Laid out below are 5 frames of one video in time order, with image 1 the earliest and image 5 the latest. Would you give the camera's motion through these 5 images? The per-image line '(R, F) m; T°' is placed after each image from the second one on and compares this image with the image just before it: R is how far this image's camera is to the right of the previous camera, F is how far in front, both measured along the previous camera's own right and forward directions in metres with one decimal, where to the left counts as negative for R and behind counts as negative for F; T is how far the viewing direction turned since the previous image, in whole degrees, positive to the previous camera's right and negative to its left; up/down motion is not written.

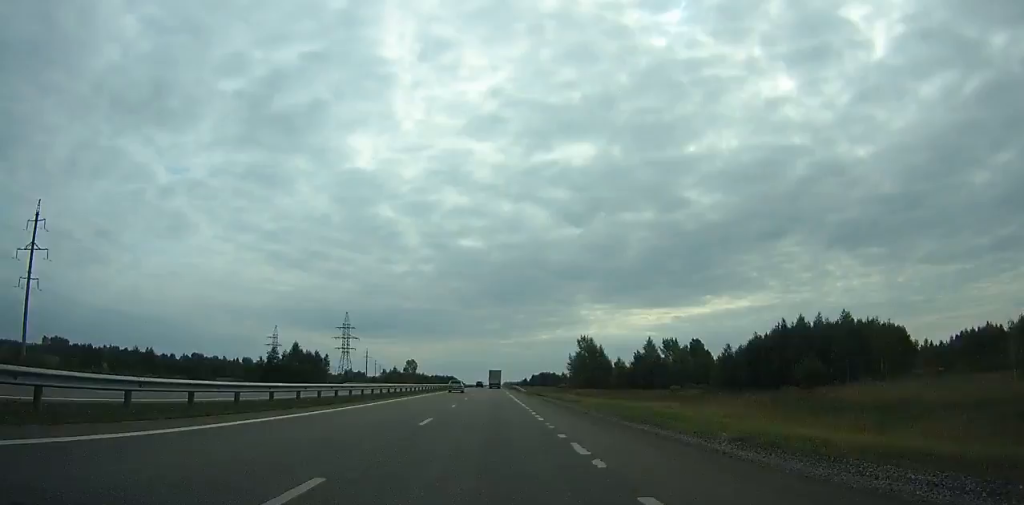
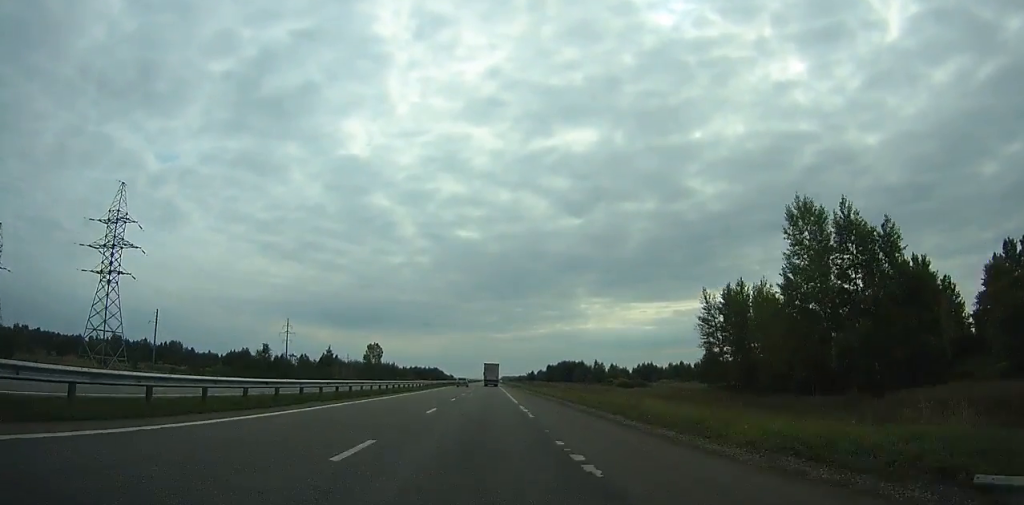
(-0.1, +150.7) m; 0°
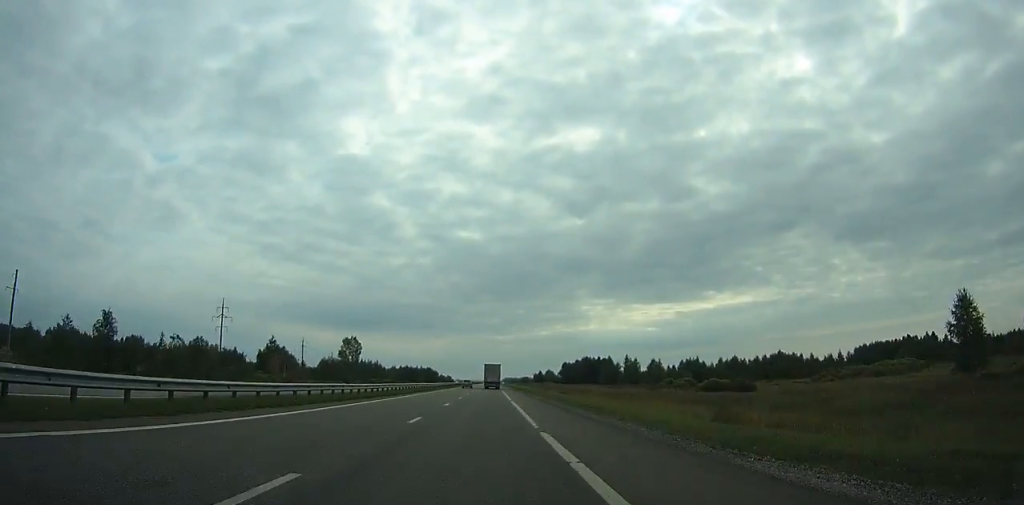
(+0.2, +64.1) m; 0°
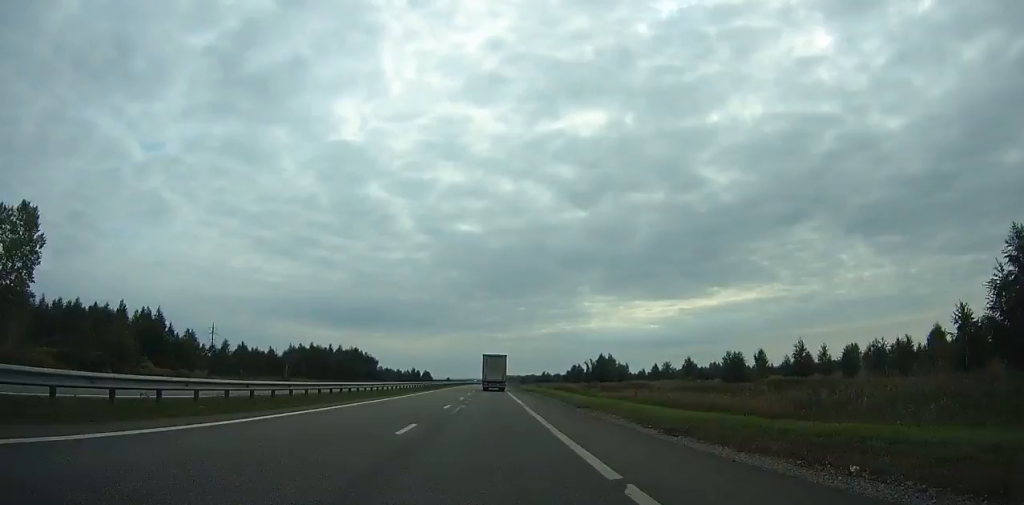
(-1.3, +229.8) m; -1°
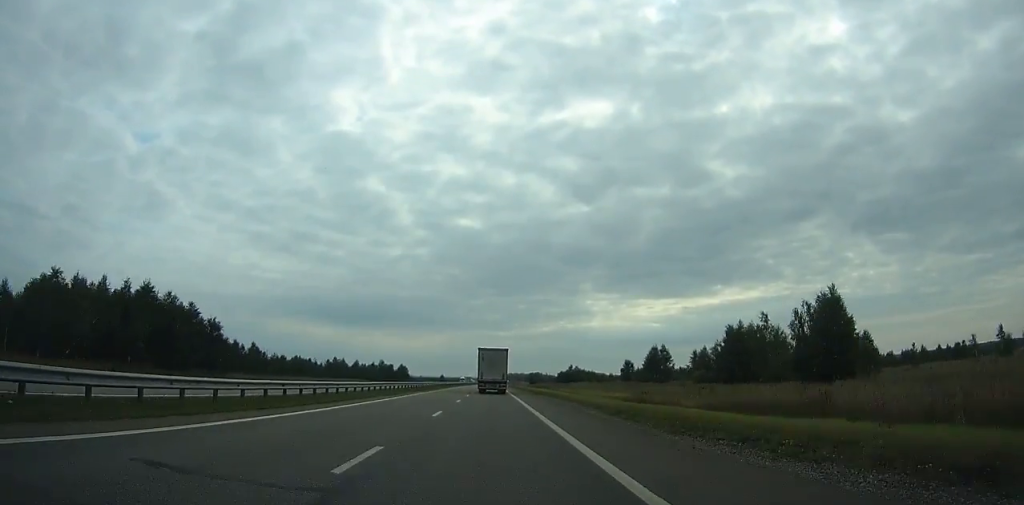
(+0.3, +125.3) m; 0°
